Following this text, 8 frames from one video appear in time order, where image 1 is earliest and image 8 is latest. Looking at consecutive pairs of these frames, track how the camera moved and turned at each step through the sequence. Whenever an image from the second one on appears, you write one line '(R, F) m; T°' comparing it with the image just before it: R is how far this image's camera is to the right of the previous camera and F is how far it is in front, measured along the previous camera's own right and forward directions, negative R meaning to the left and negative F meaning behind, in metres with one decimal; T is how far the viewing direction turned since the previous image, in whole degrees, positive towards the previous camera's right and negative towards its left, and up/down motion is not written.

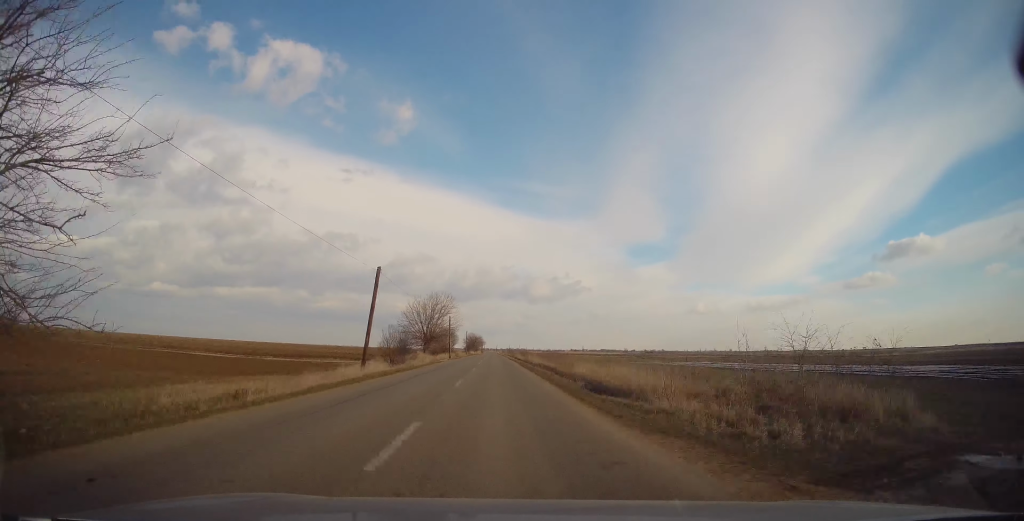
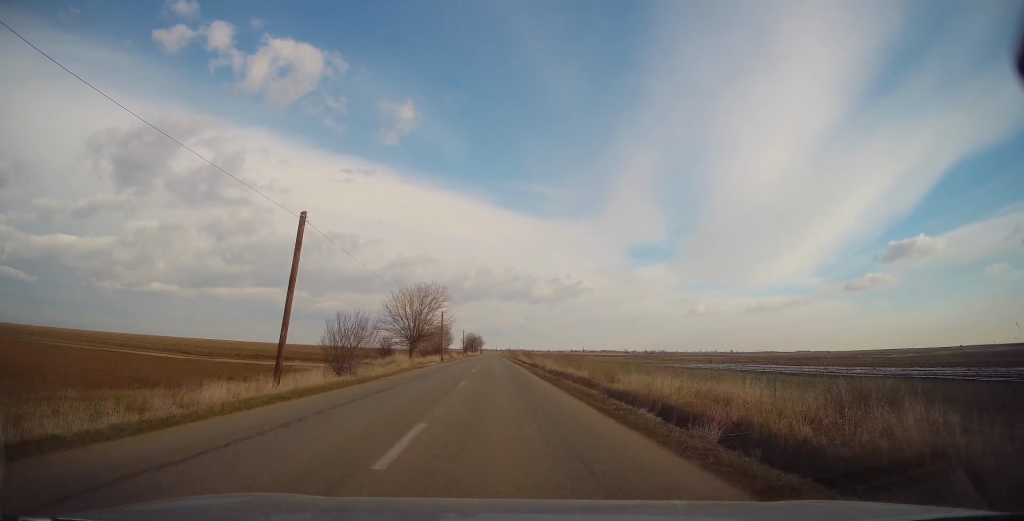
(0.0, +12.1) m; 0°
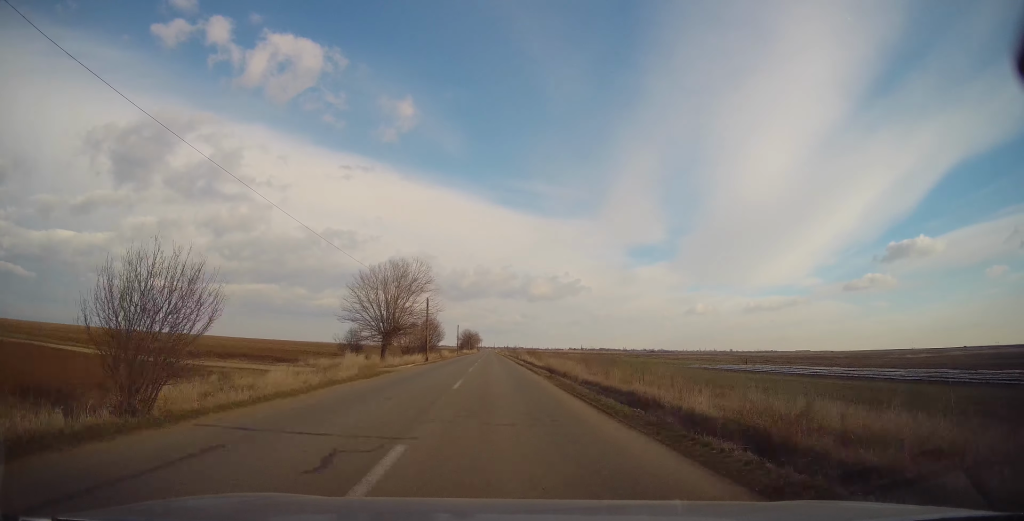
(0.0, +14.1) m; 0°
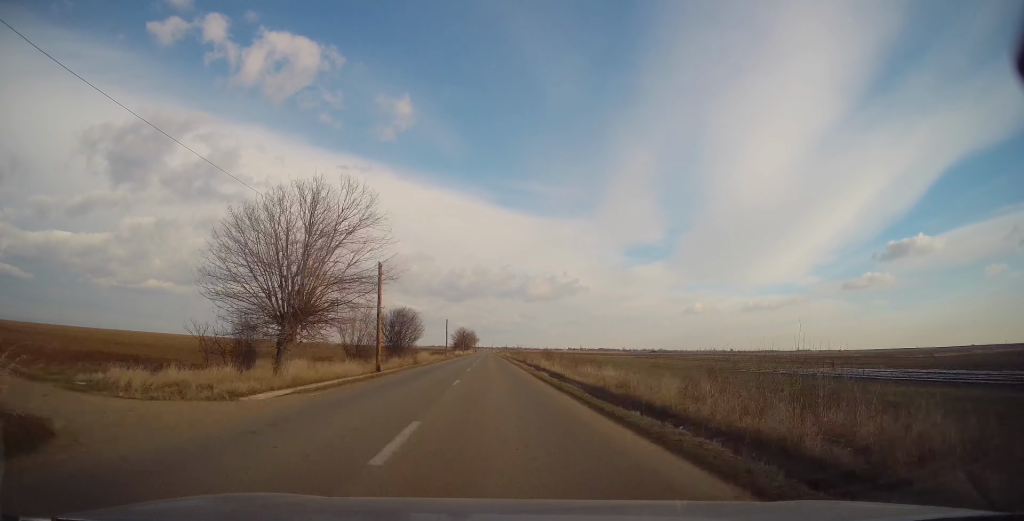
(+0.1, +21.9) m; +1°
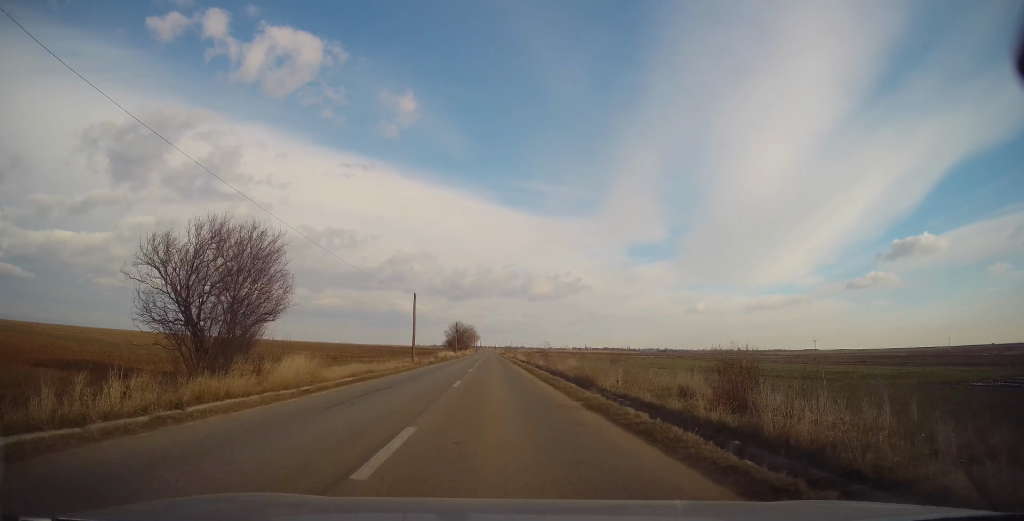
(0.0, +36.8) m; -1°
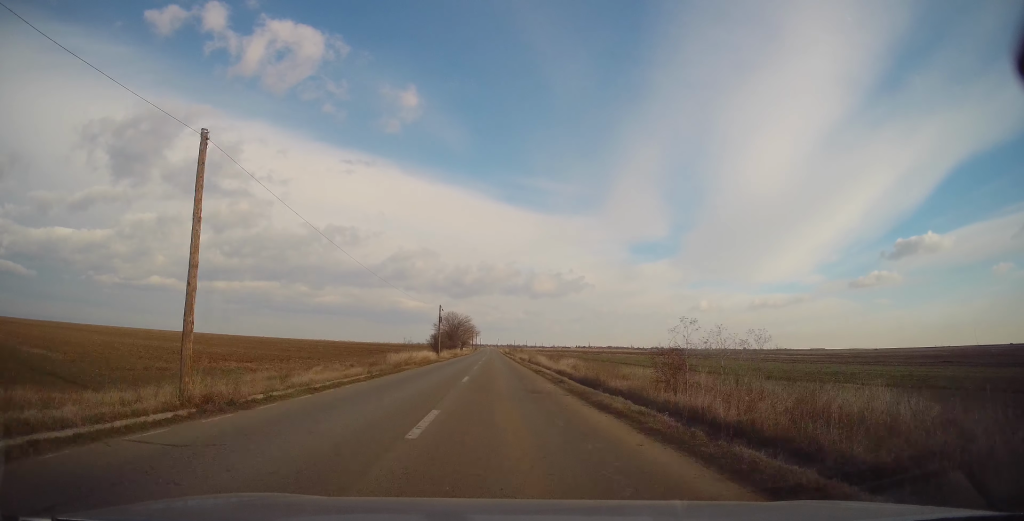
(-0.2, +33.1) m; 0°
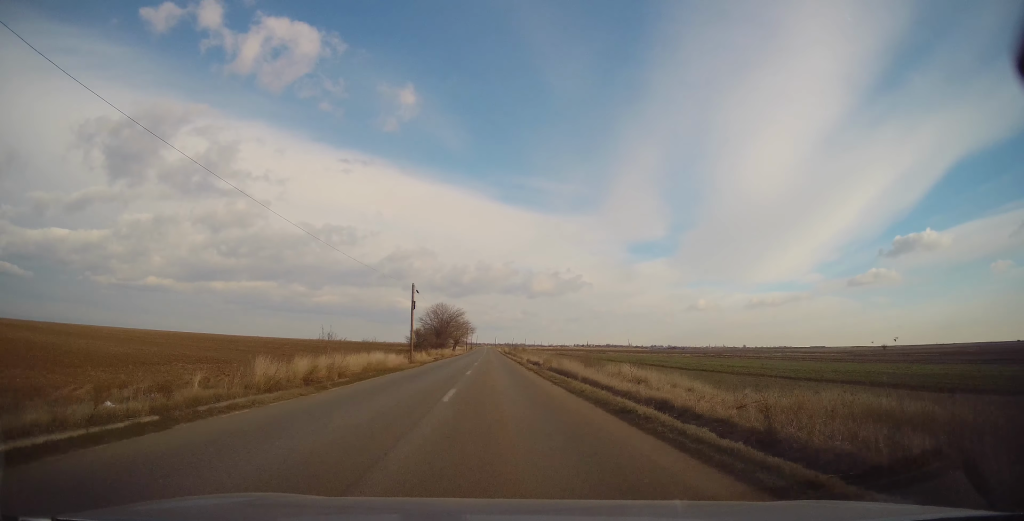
(0.0, +19.6) m; 0°
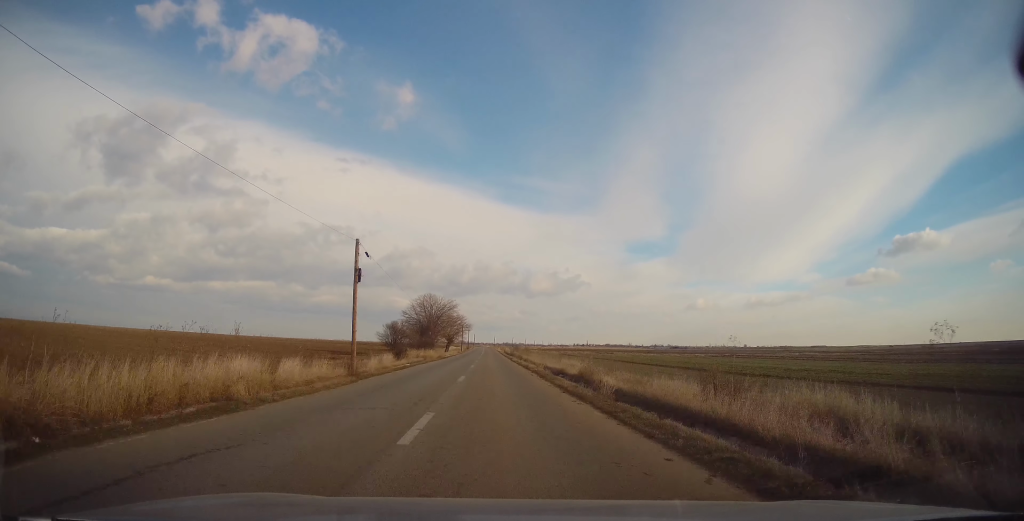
(0.0, +16.5) m; 0°
